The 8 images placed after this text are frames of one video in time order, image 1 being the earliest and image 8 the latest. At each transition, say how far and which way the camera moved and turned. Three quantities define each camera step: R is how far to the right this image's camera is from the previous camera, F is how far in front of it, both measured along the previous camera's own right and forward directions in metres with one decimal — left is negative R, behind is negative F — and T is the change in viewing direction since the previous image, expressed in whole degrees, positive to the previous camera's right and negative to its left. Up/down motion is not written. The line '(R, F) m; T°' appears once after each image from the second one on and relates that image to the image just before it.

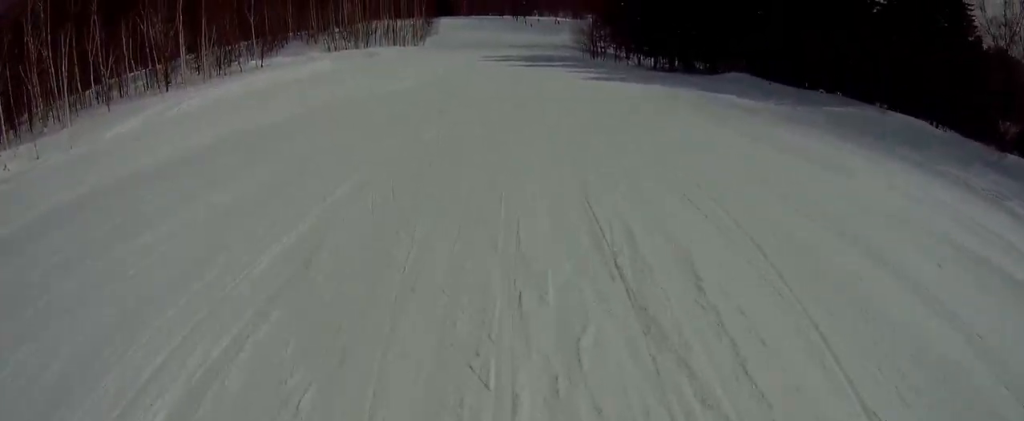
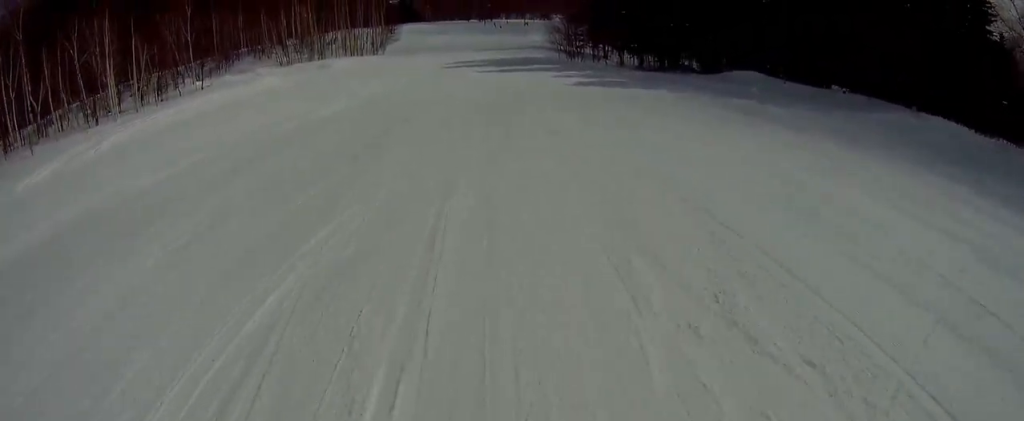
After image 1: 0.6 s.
(0.0, +6.8) m; 0°
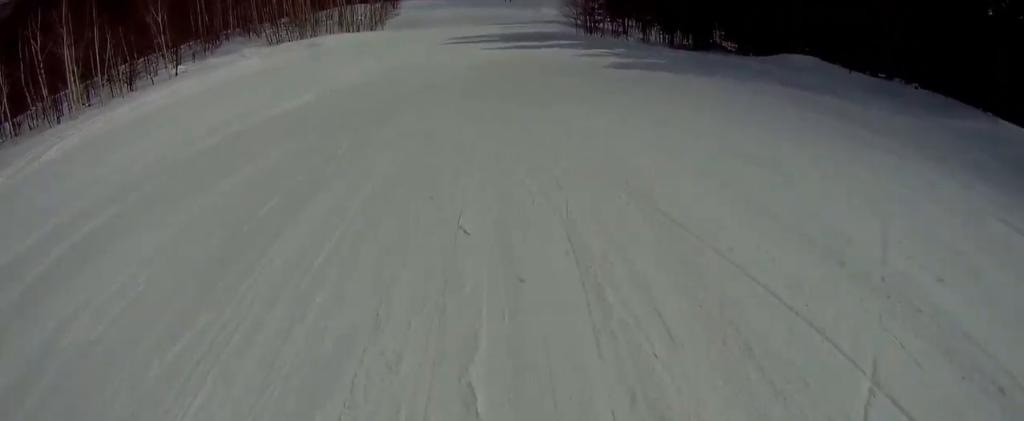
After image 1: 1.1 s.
(0.0, +6.1) m; 0°
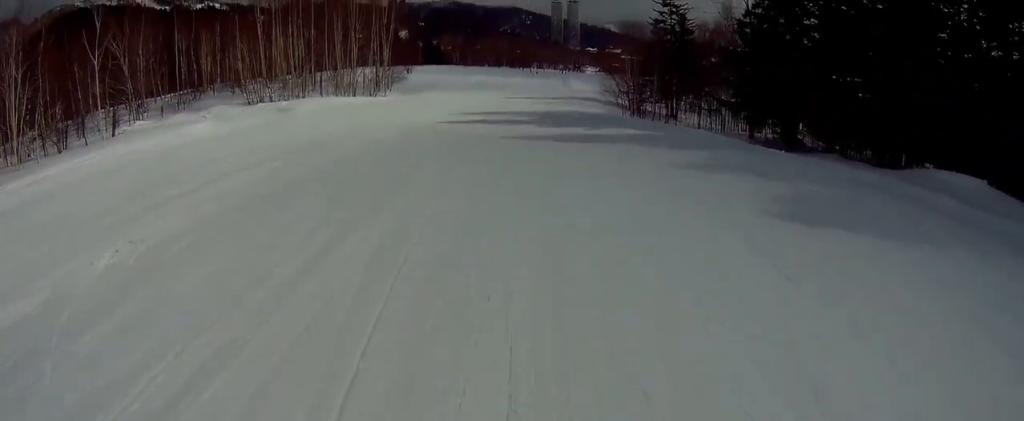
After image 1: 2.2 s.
(0.0, +12.2) m; +1°
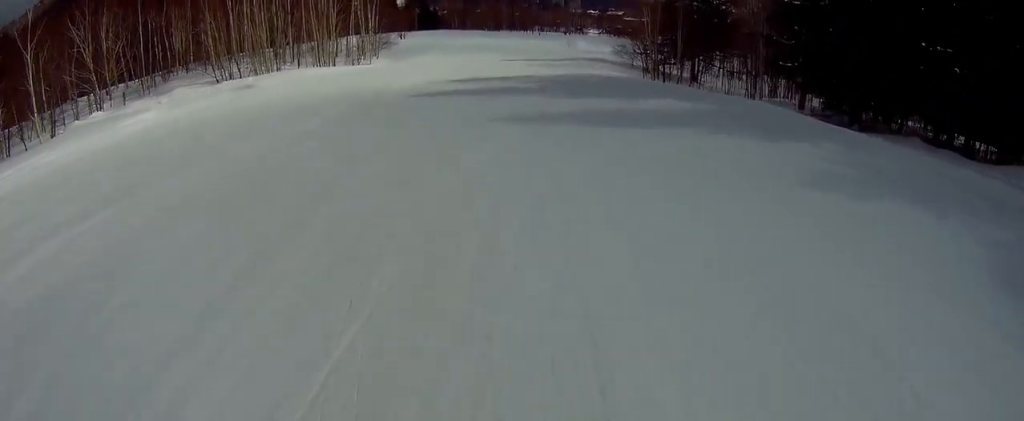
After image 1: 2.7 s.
(-0.1, +5.9) m; +1°
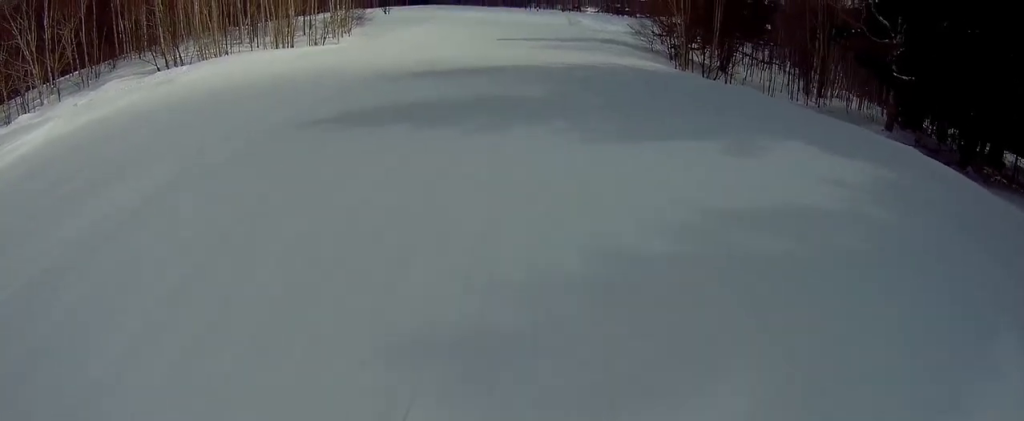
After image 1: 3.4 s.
(+0.2, +7.9) m; +6°
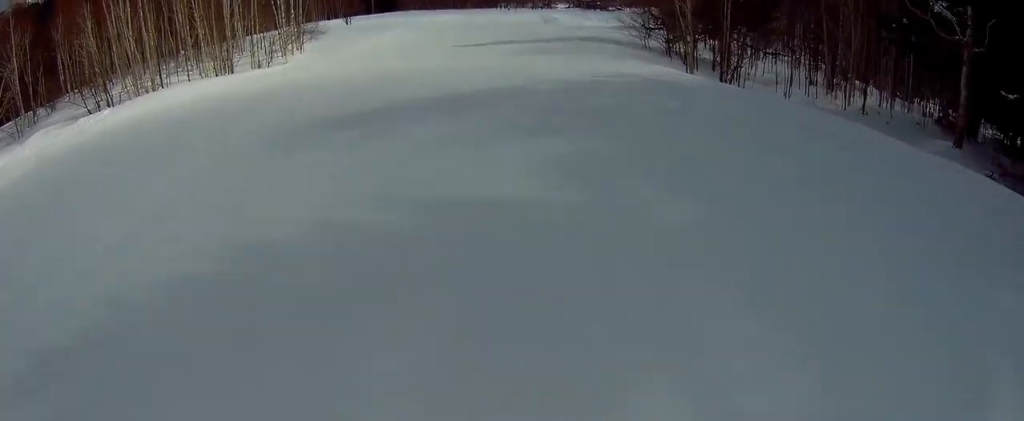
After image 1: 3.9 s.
(-0.1, +5.4) m; +4°
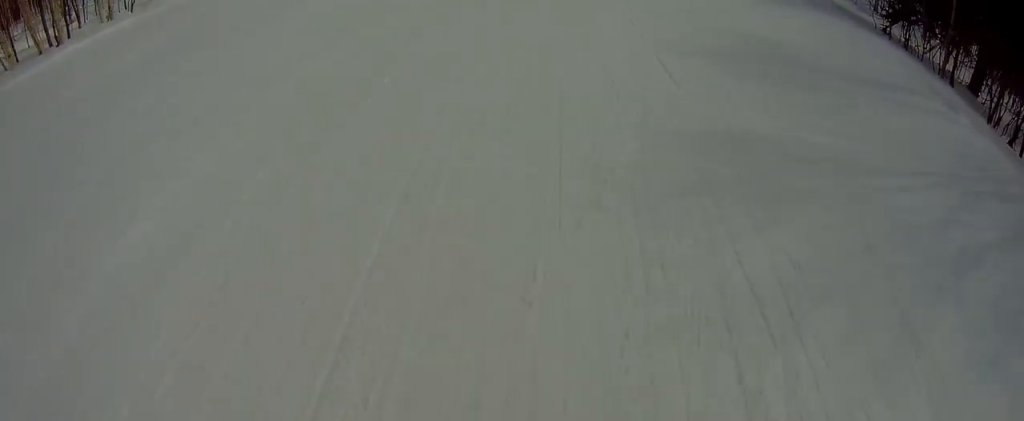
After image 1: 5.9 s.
(-0.1, +19.4) m; -7°
